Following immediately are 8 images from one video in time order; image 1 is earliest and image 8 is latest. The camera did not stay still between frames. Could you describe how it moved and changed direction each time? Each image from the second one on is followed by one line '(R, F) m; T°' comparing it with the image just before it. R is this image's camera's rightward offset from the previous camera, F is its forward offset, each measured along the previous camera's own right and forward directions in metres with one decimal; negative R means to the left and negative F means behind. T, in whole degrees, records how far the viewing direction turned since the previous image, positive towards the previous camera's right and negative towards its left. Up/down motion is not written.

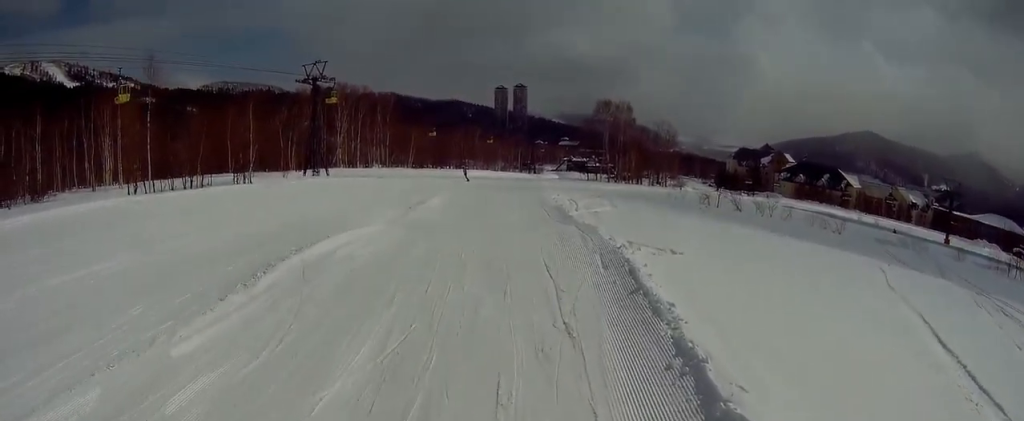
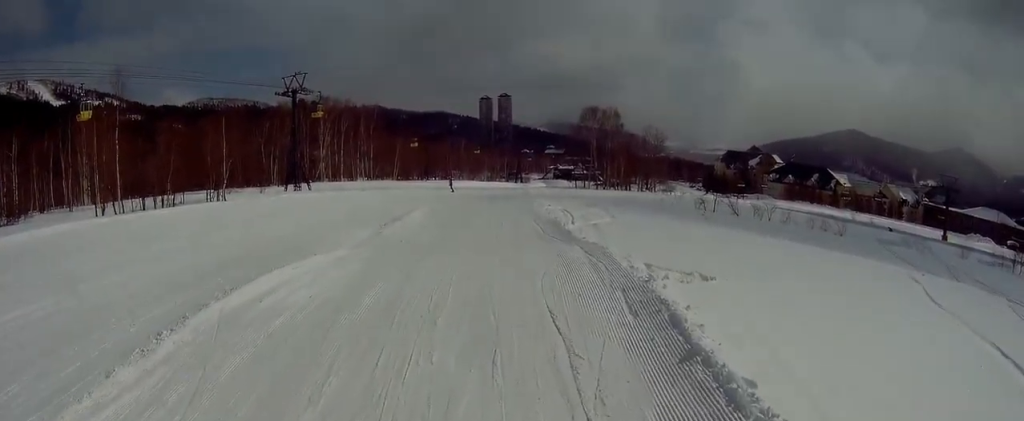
(-0.1, +1.7) m; +7°
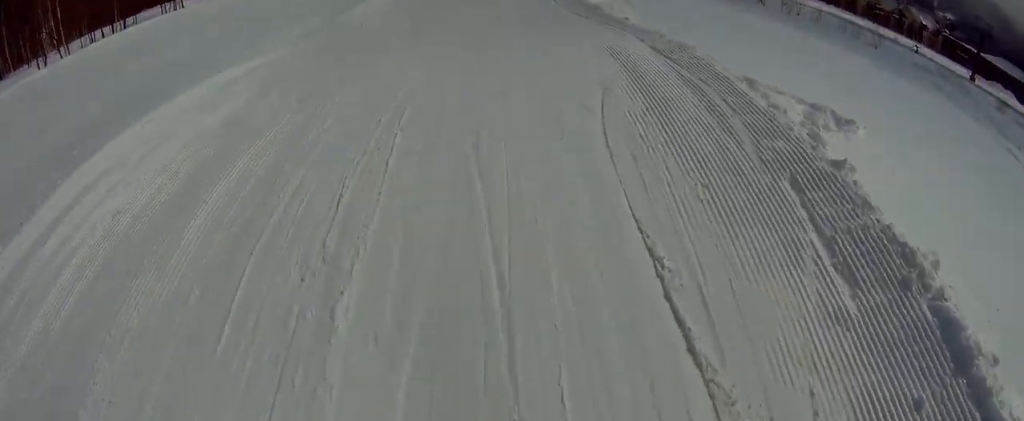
(+0.4, +2.7) m; +2°
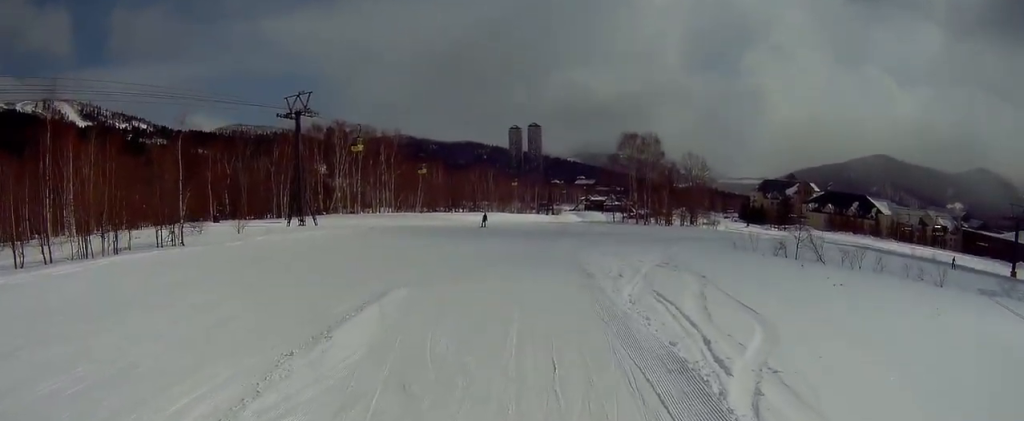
(-0.8, +6.3) m; -19°
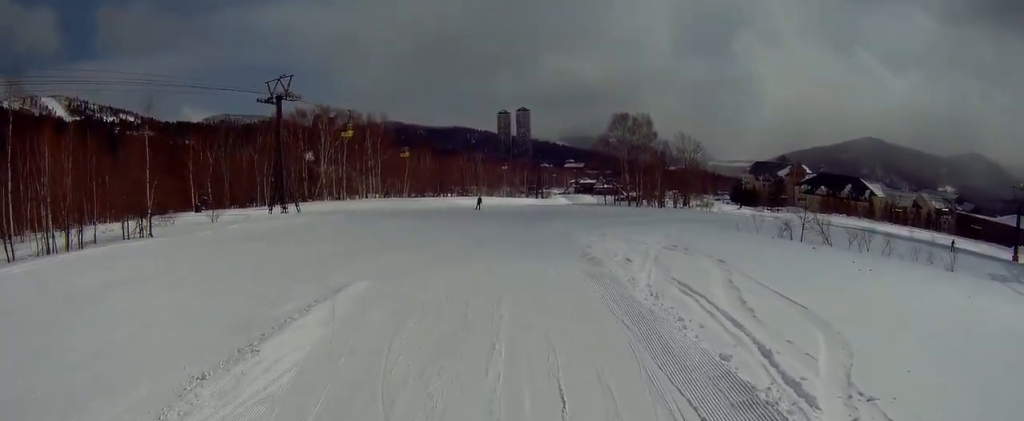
(-0.1, +2.0) m; 0°
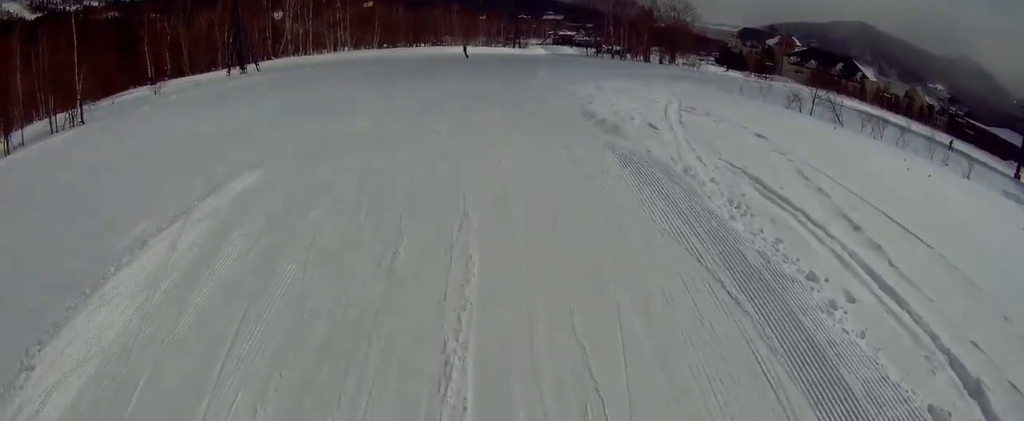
(0.0, +2.9) m; +7°
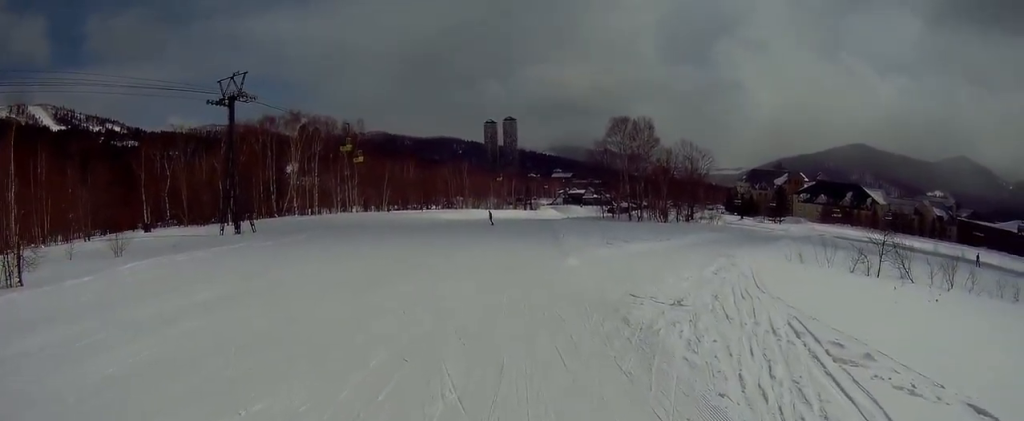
(+1.8, +7.1) m; +10°
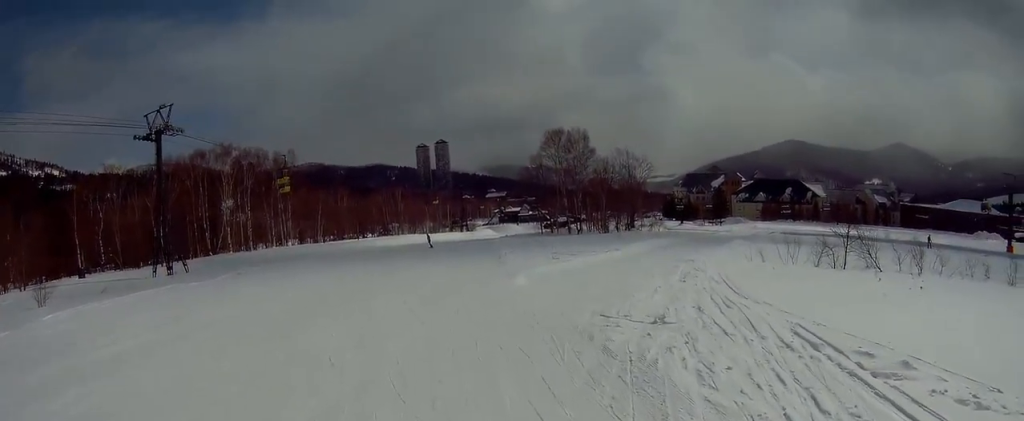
(-0.7, +2.3) m; 0°
